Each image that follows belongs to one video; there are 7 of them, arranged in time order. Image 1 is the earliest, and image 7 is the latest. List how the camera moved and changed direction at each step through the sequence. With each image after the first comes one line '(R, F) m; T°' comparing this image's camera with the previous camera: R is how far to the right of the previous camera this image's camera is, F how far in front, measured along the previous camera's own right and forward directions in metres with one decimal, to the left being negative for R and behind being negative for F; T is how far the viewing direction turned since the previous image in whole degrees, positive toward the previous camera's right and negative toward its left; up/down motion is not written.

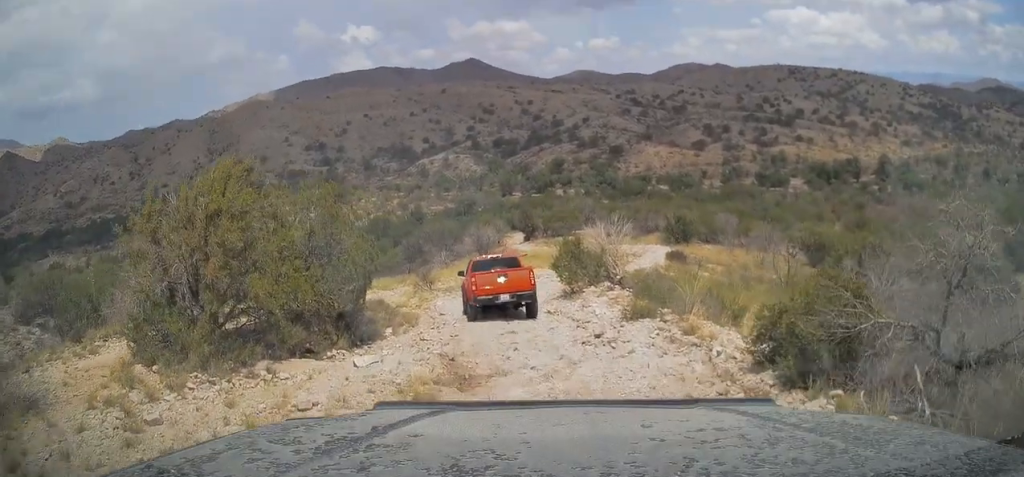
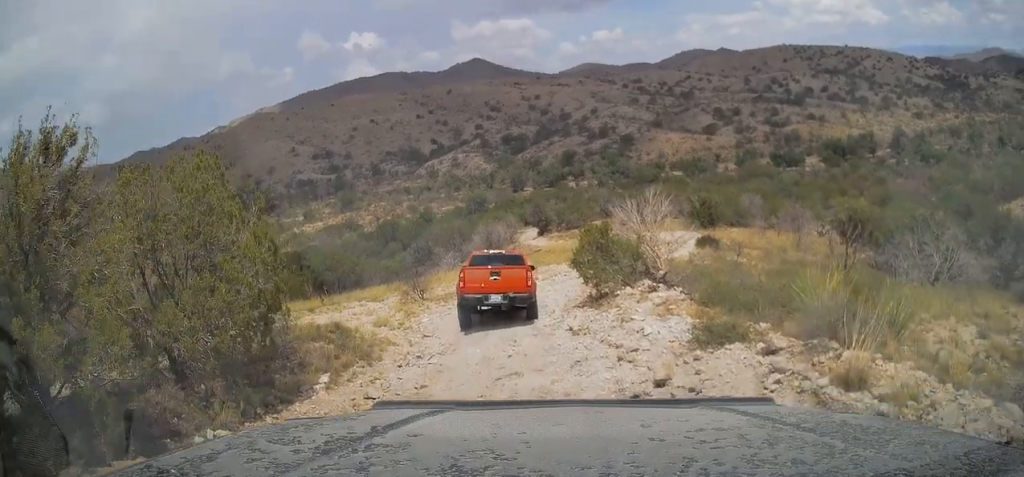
(+0.5, +5.7) m; +16°
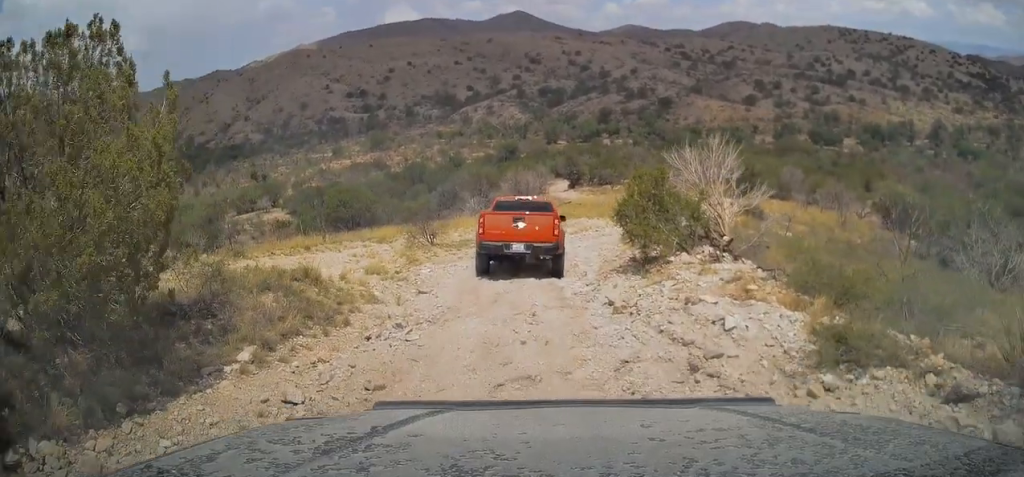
(+0.4, +3.6) m; -7°
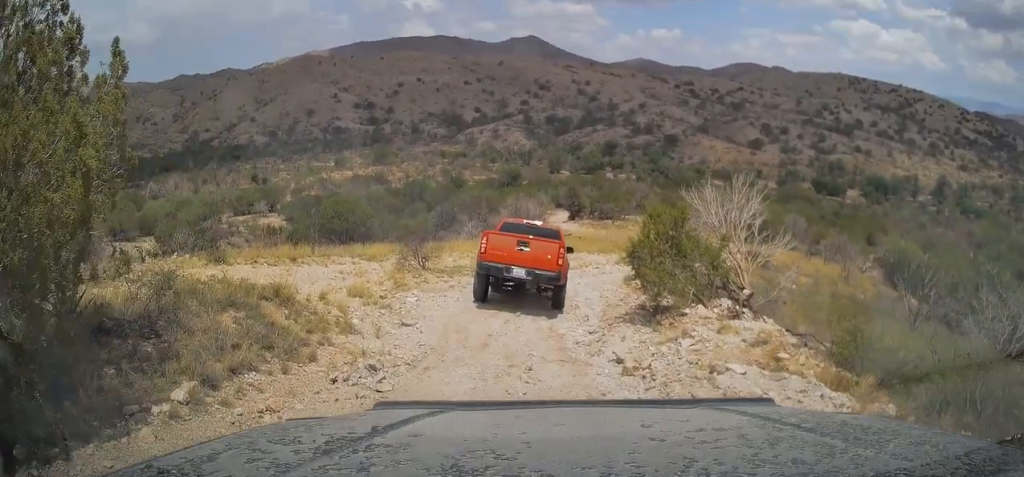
(-0.3, +1.5) m; -8°
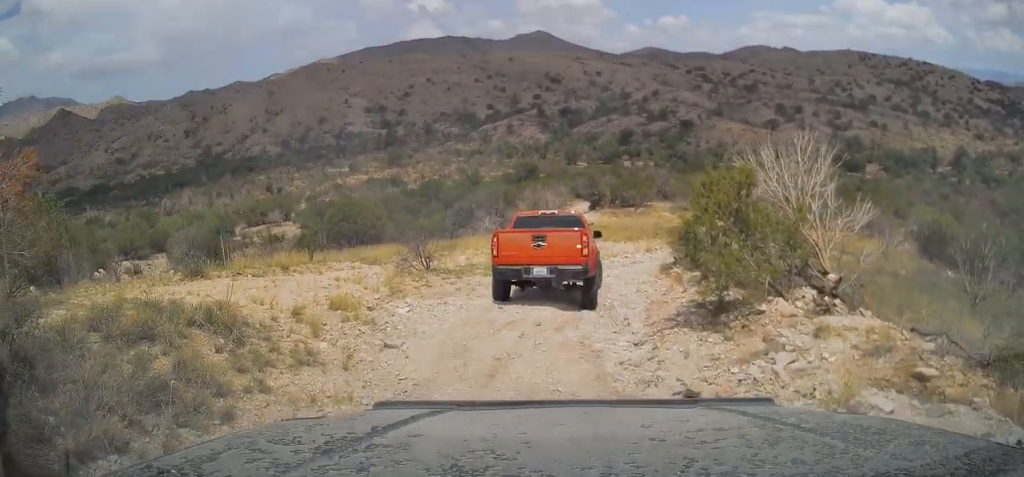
(-0.5, +3.6) m; -17°
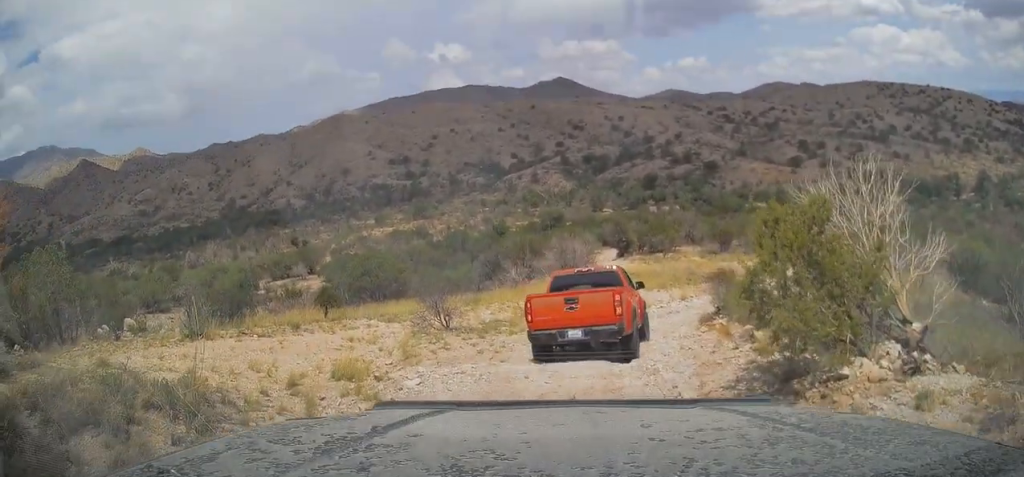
(-0.4, +2.5) m; -9°
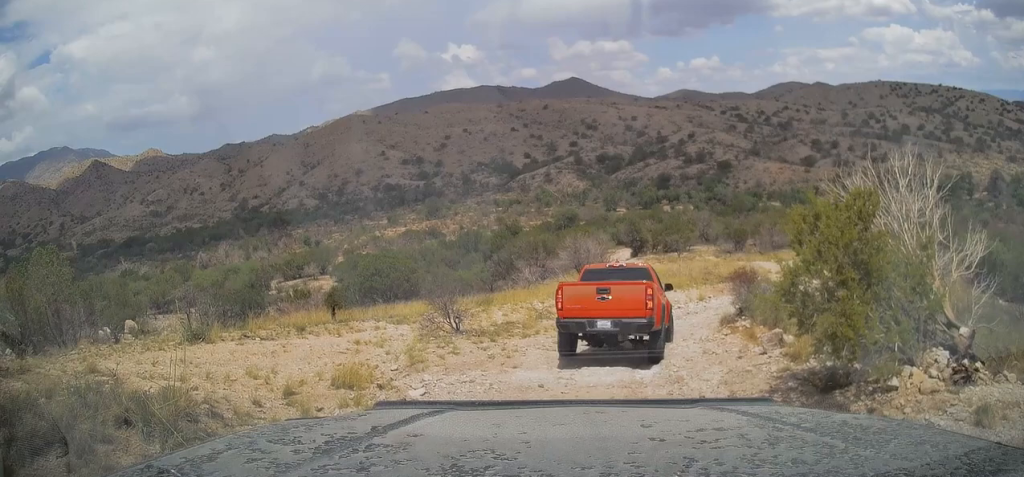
(-0.1, +1.1) m; -1°
